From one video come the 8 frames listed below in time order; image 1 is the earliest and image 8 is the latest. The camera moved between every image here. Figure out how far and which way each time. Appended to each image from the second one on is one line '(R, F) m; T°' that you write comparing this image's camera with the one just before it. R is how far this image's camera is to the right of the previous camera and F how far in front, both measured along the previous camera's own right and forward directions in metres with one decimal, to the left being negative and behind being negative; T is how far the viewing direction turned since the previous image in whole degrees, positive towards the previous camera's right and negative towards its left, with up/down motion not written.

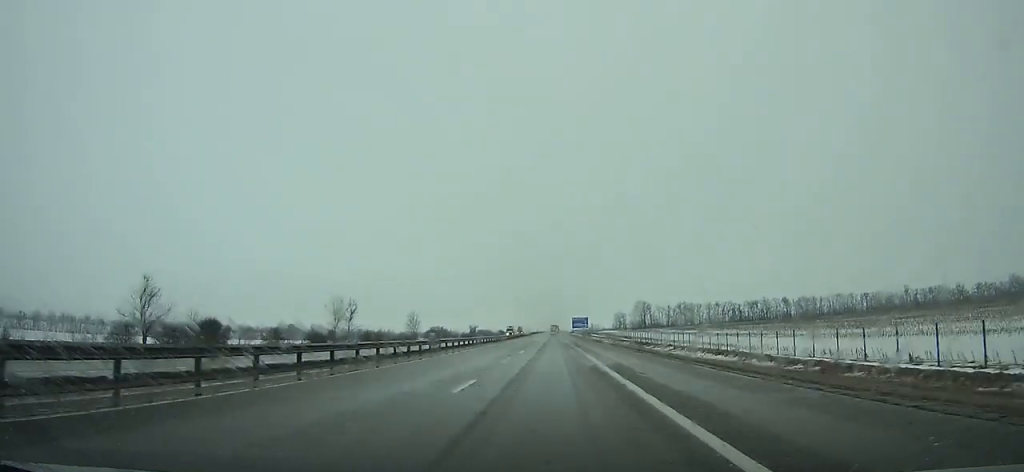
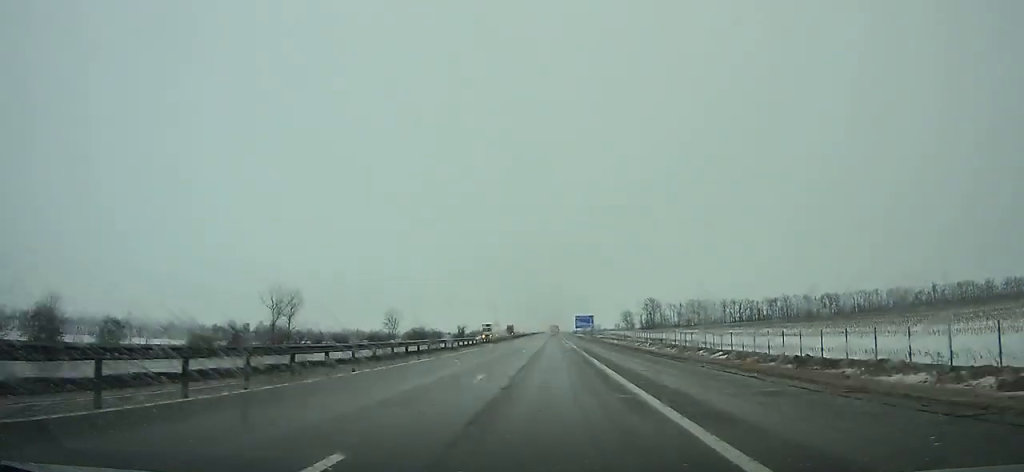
(0.0, +33.3) m; 0°
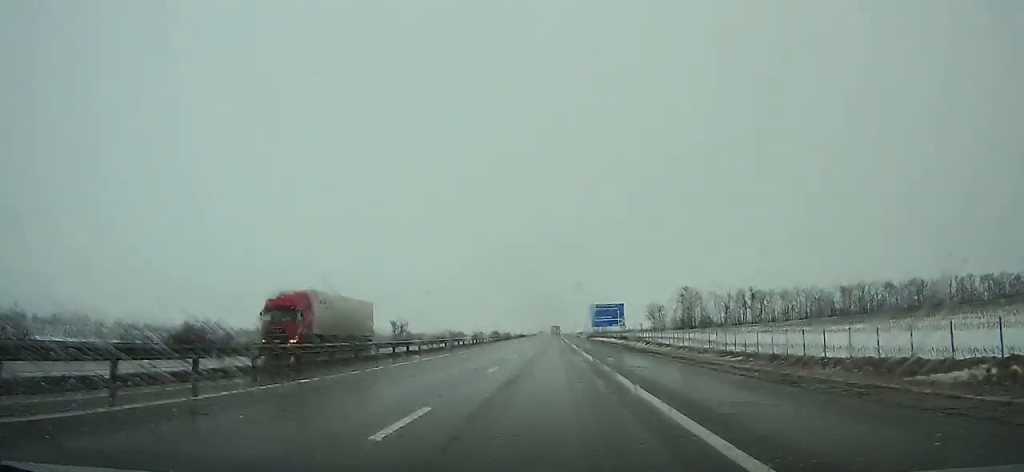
(-0.1, +91.4) m; 0°
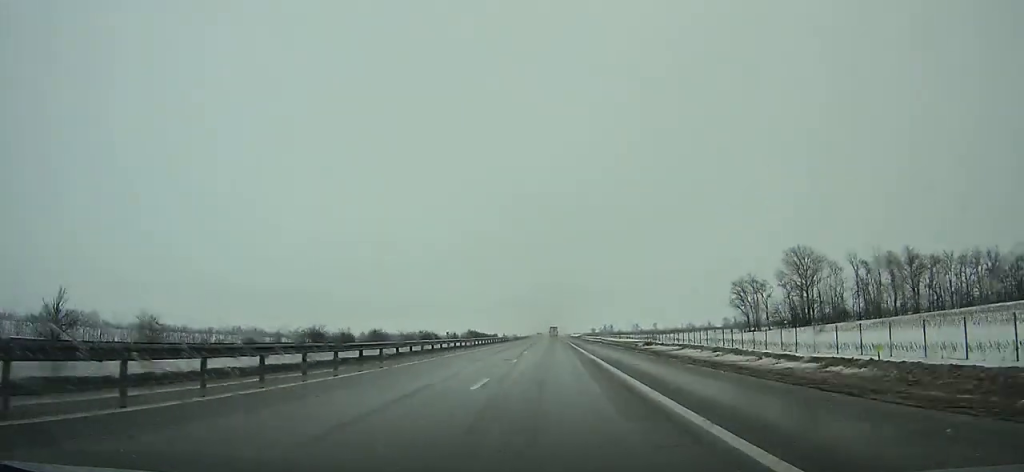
(+0.3, +113.4) m; 0°
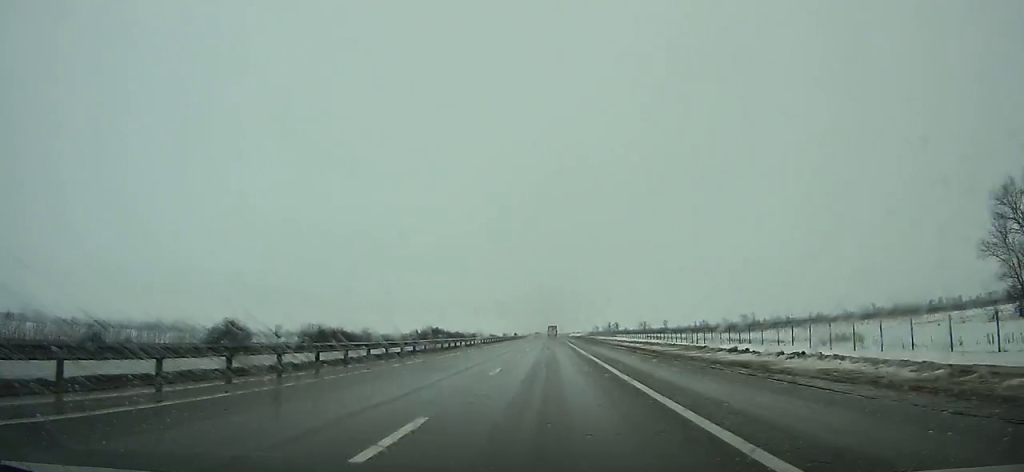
(+0.1, +79.4) m; 0°
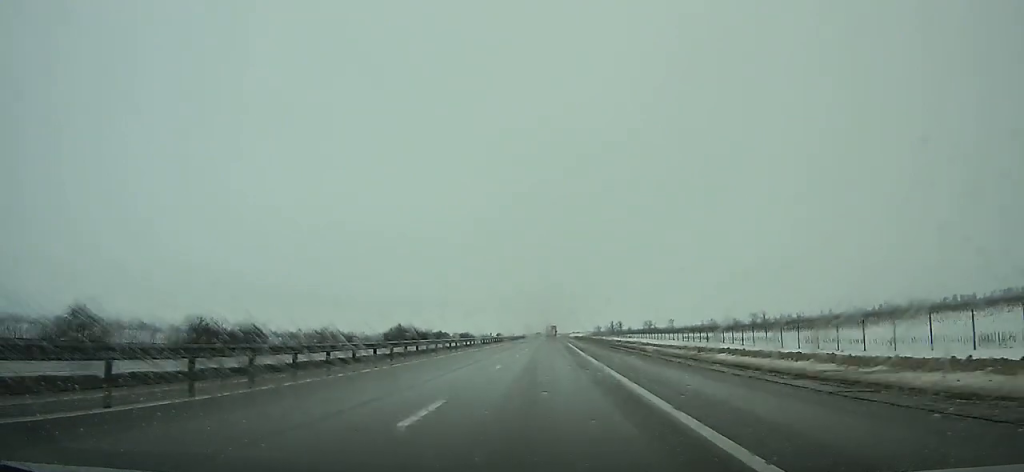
(+0.1, +35.2) m; 0°
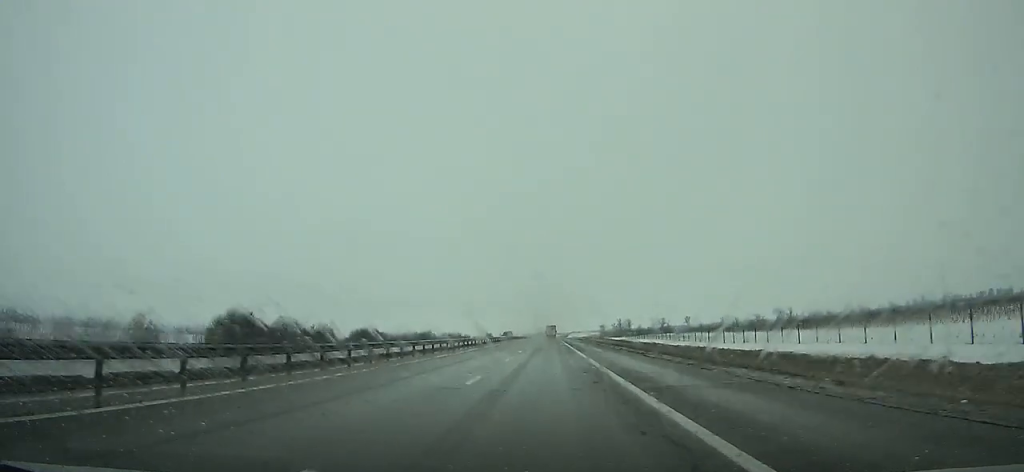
(-0.1, +77.1) m; 0°
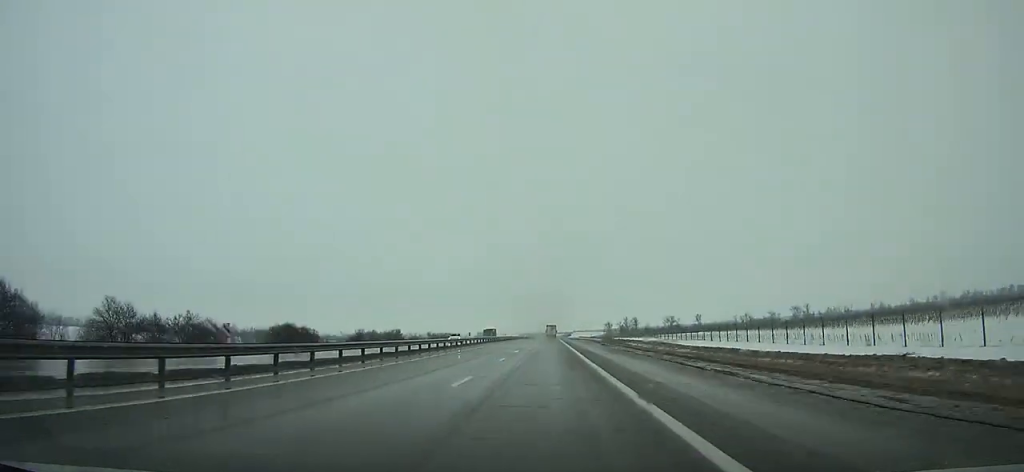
(+0.1, +37.5) m; 0°
